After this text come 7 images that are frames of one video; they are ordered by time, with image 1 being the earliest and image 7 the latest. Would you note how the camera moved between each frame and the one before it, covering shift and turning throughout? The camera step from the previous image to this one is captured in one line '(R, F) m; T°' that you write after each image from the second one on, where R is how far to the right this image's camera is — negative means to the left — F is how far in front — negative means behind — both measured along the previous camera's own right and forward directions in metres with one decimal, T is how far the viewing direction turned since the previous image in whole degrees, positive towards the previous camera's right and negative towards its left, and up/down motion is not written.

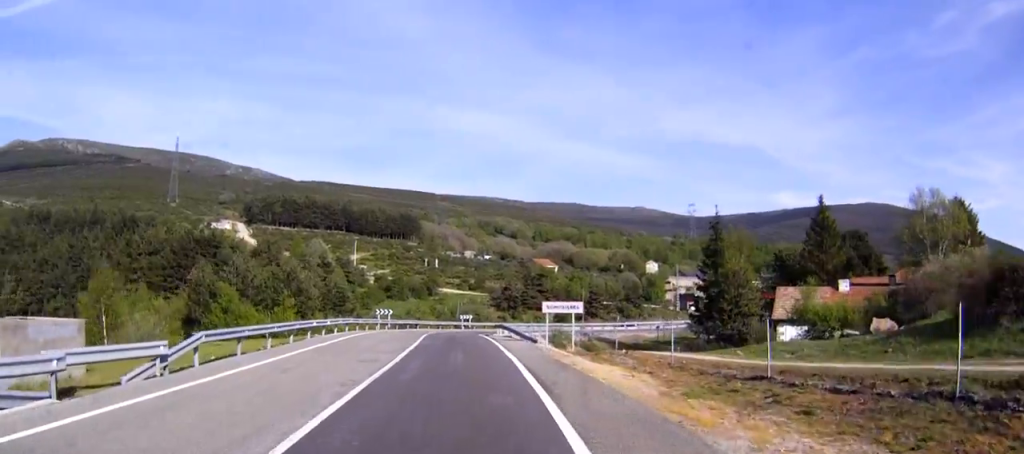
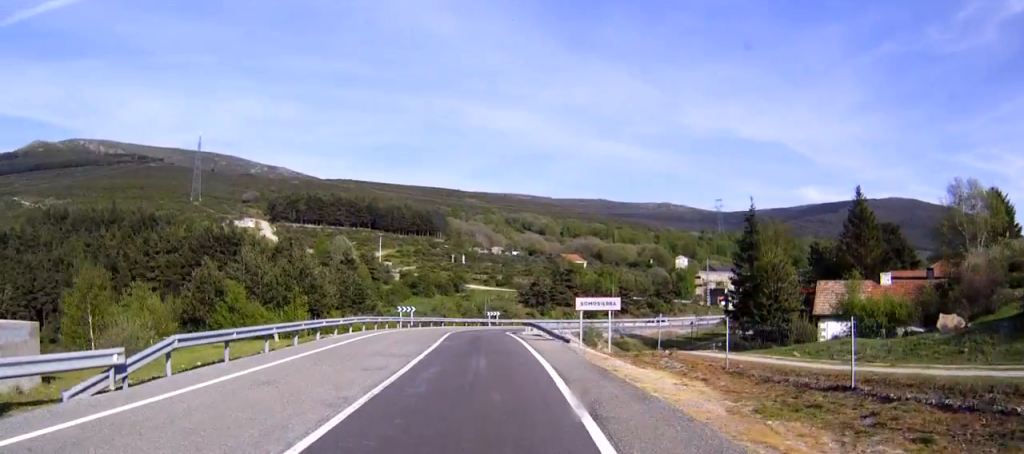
(0.0, +3.2) m; 0°
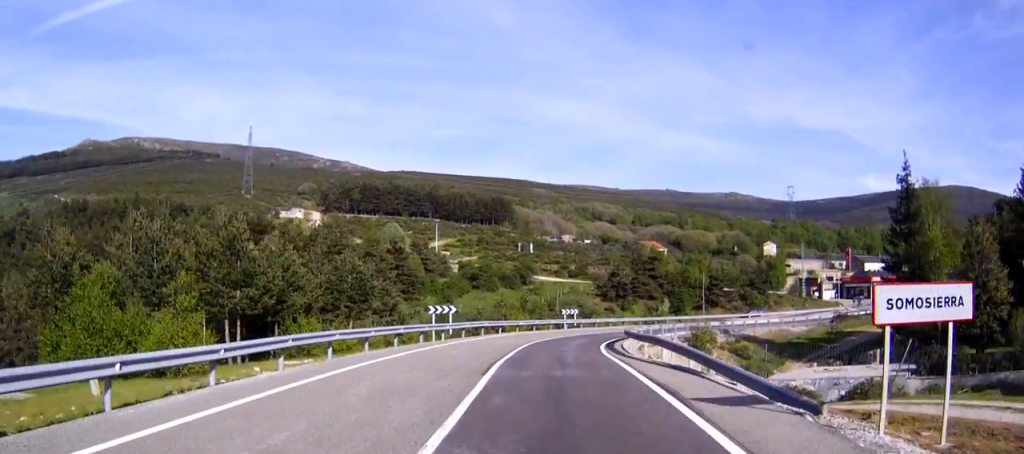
(0.0, +21.4) m; 0°
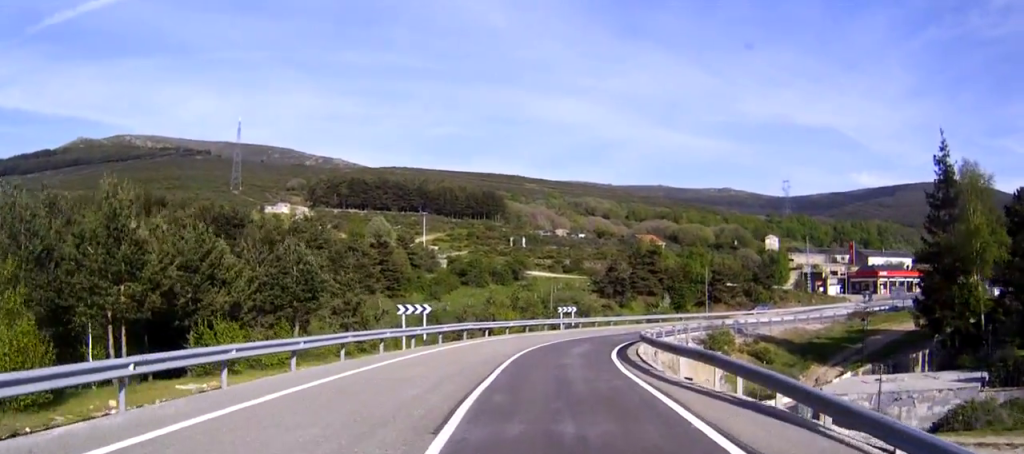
(0.0, +7.6) m; 0°
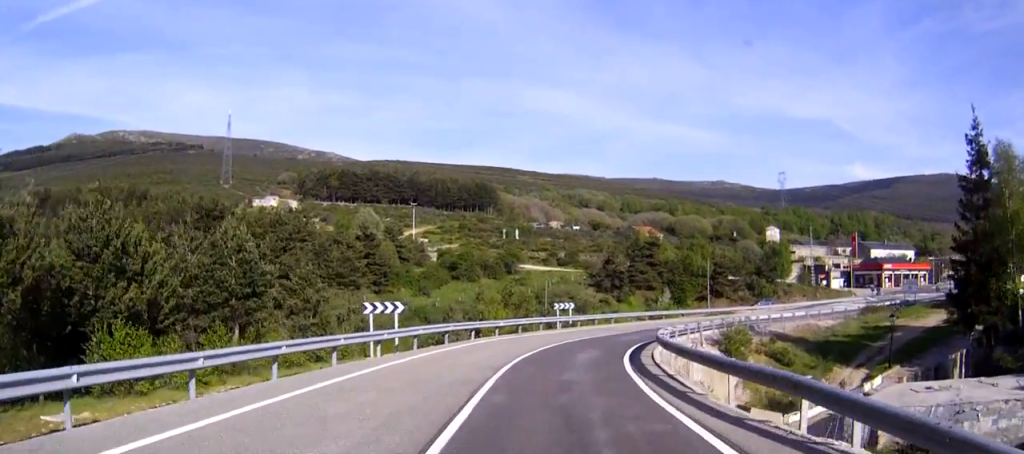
(0.0, +5.7) m; 0°
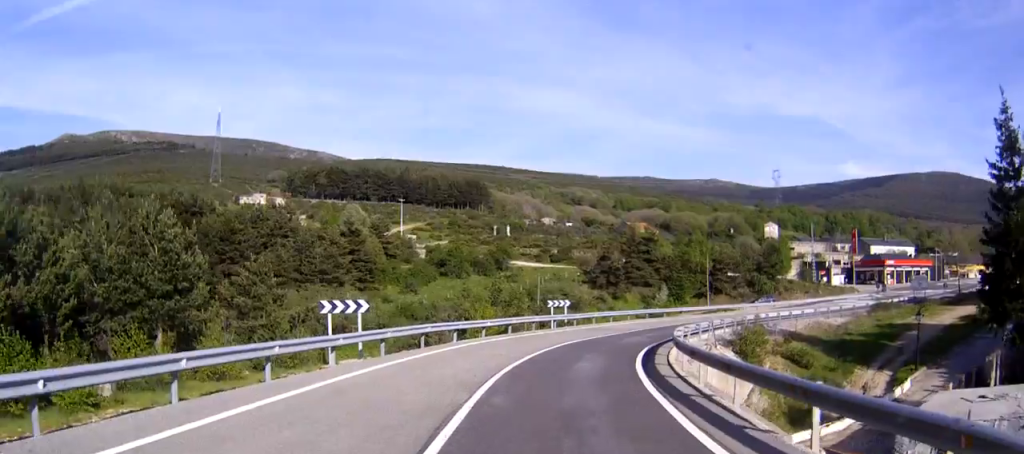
(0.0, +4.9) m; 0°
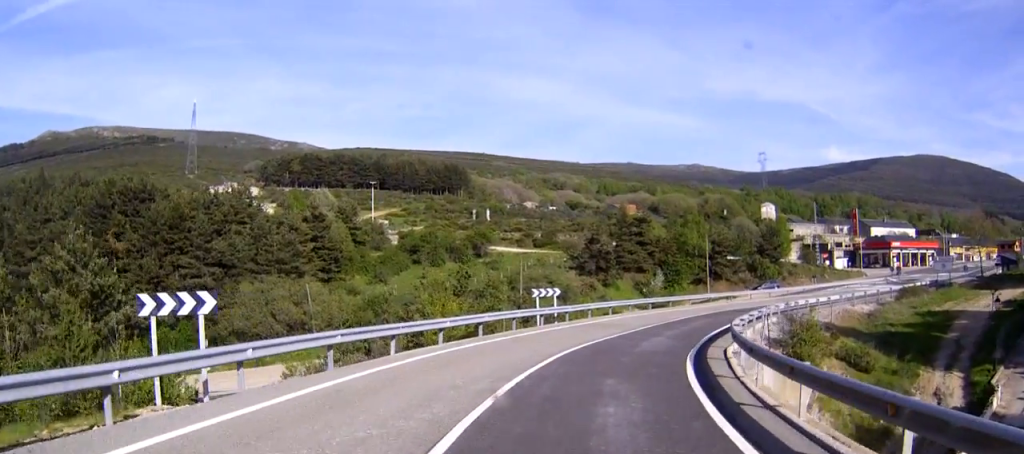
(0.0, +10.9) m; +3°
